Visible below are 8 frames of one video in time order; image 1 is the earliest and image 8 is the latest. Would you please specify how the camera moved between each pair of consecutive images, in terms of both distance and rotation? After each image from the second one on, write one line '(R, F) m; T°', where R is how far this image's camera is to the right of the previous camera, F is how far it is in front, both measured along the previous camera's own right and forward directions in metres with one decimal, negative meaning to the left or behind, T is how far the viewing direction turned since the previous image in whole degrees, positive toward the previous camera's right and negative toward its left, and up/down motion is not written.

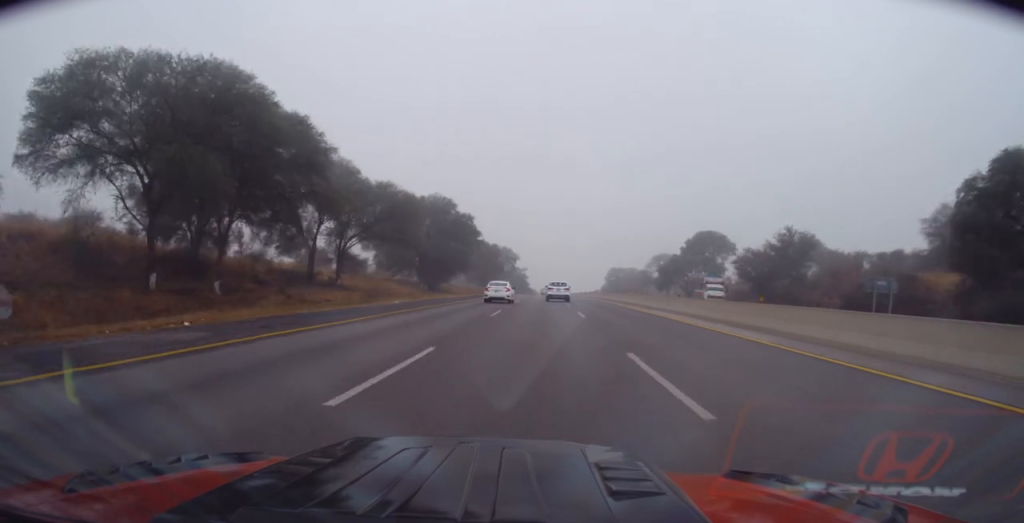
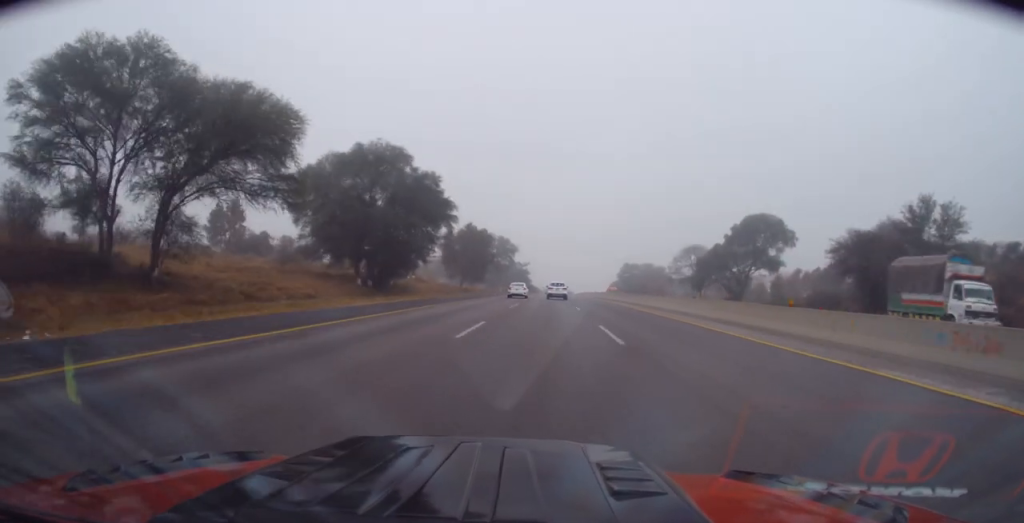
(+0.1, +28.3) m; 0°
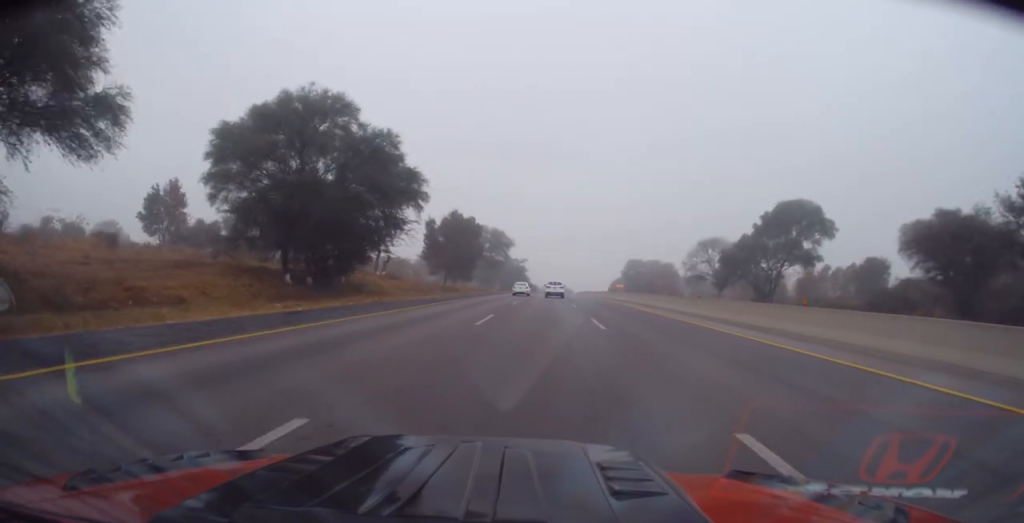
(-0.1, +14.3) m; 0°
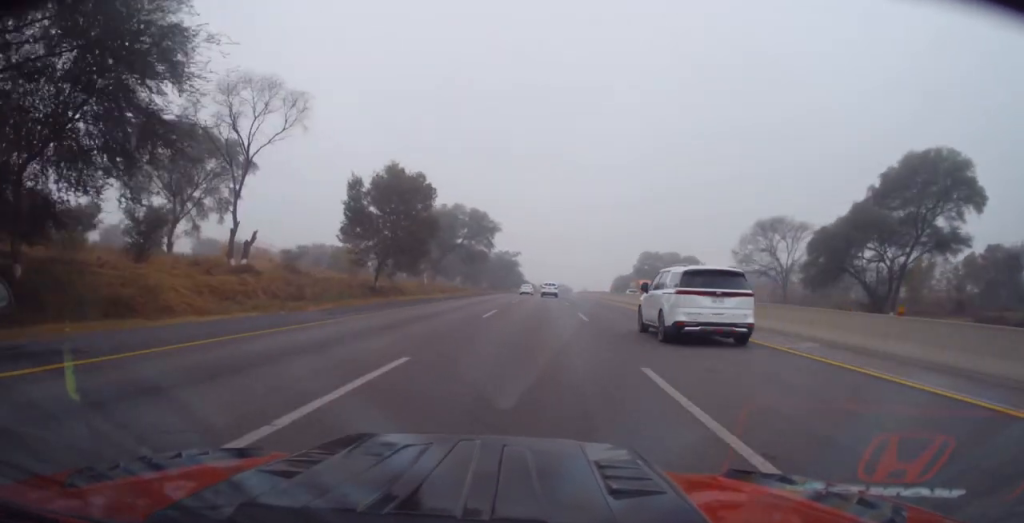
(+0.1, +31.6) m; 0°
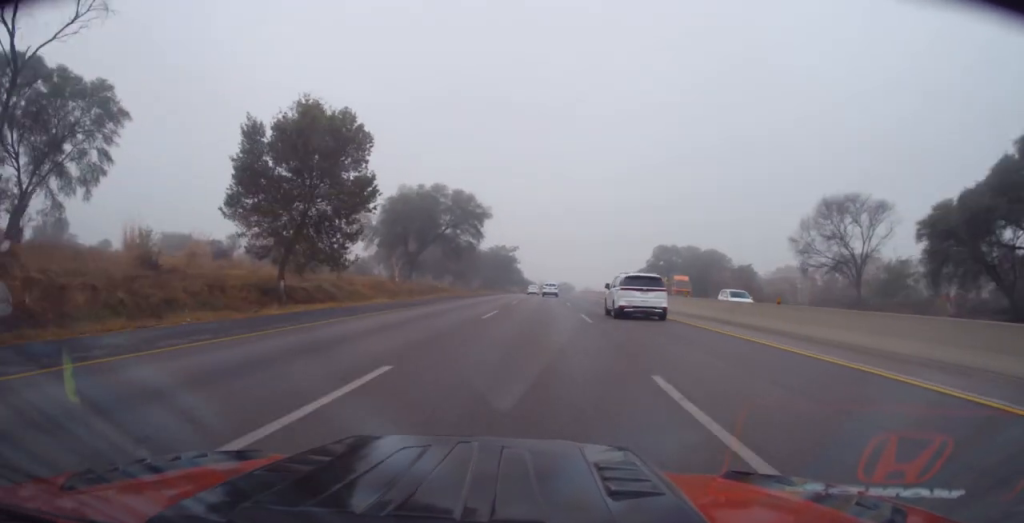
(-0.3, +18.9) m; -1°
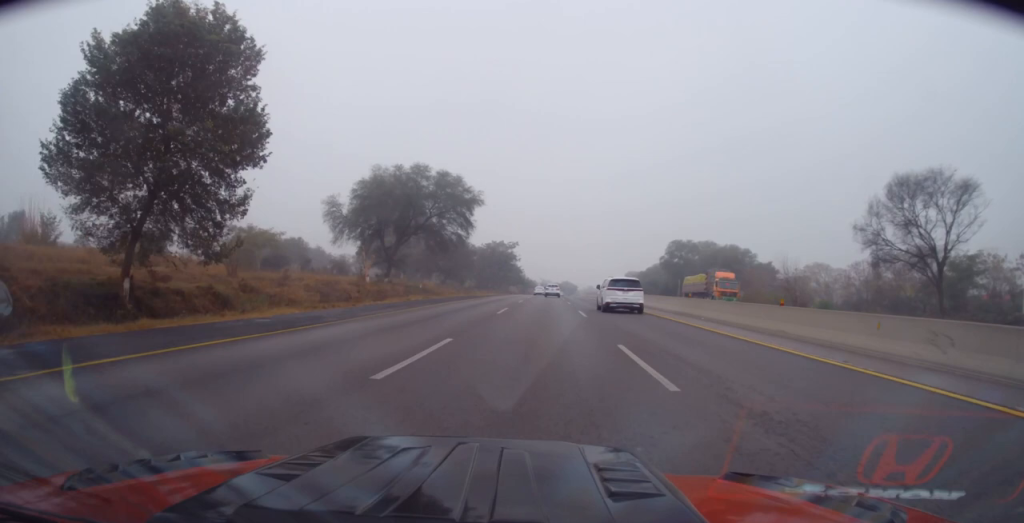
(0.0, +13.2) m; 0°
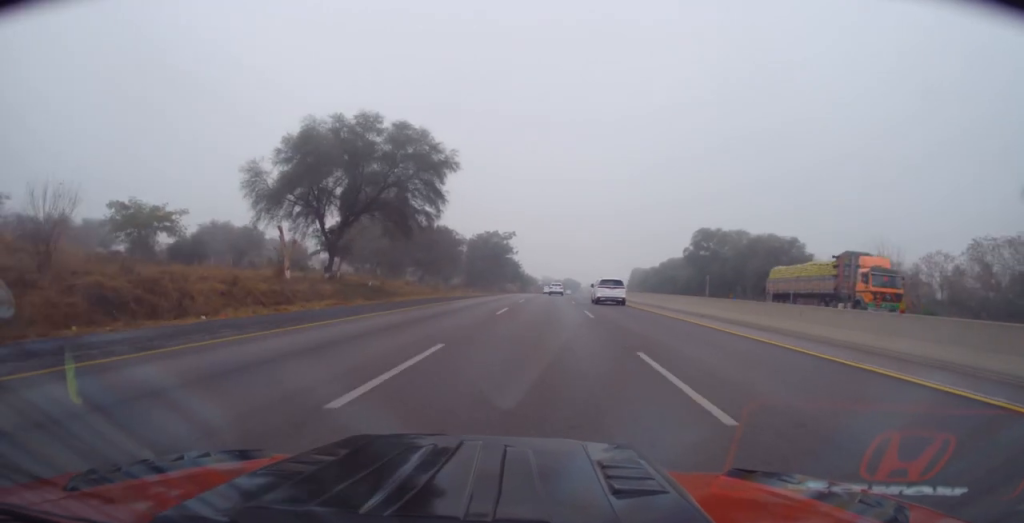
(0.0, +19.9) m; 0°
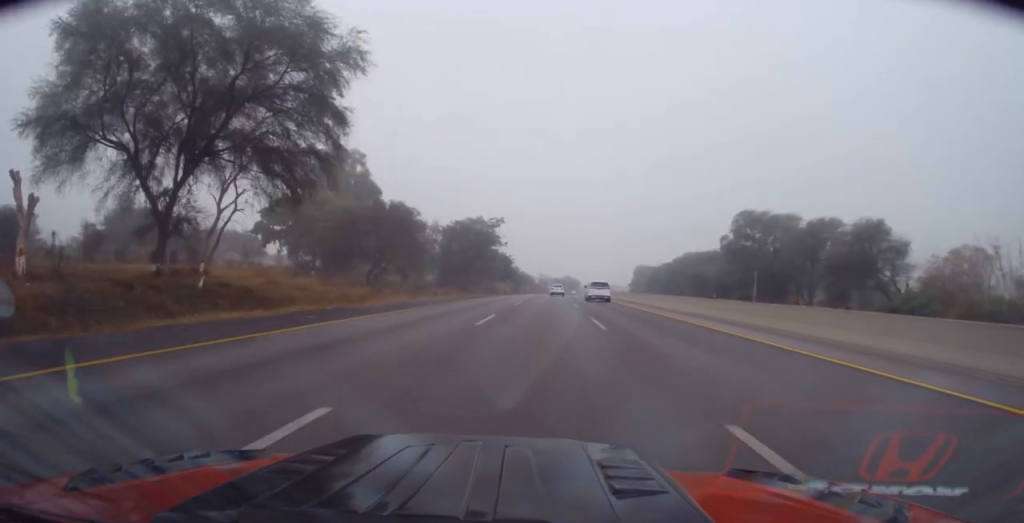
(+0.1, +23.9) m; +1°
